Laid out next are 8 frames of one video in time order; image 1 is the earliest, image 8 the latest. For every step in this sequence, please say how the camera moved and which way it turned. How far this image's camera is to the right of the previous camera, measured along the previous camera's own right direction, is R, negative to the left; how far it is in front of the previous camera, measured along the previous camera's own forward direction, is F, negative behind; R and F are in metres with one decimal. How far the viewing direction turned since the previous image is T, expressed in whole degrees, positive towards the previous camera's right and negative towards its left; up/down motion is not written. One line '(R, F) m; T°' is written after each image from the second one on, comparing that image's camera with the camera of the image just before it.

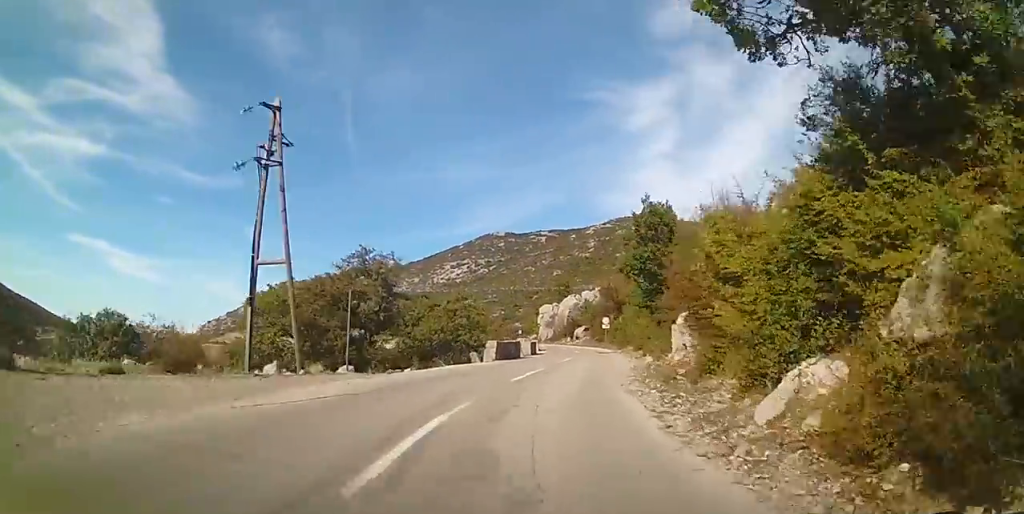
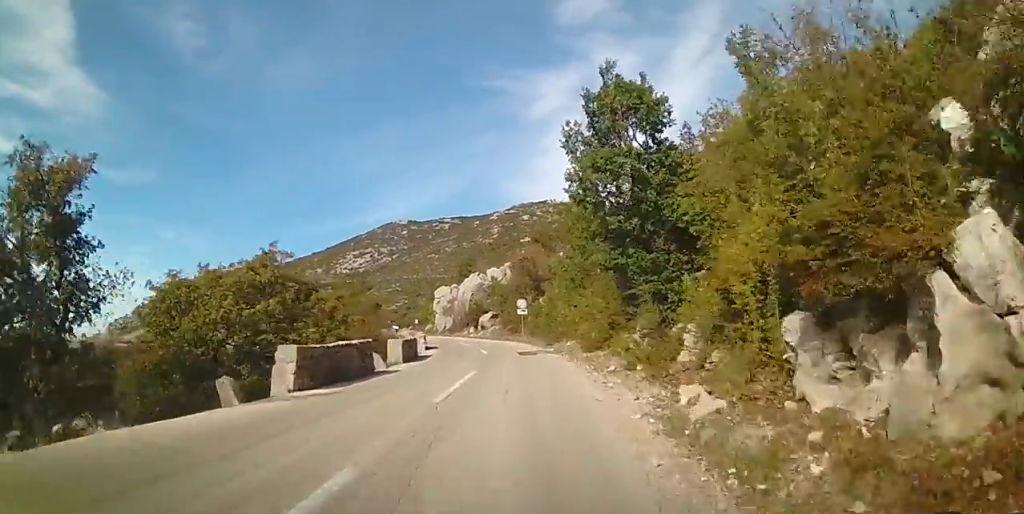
(+0.5, +13.0) m; +9°
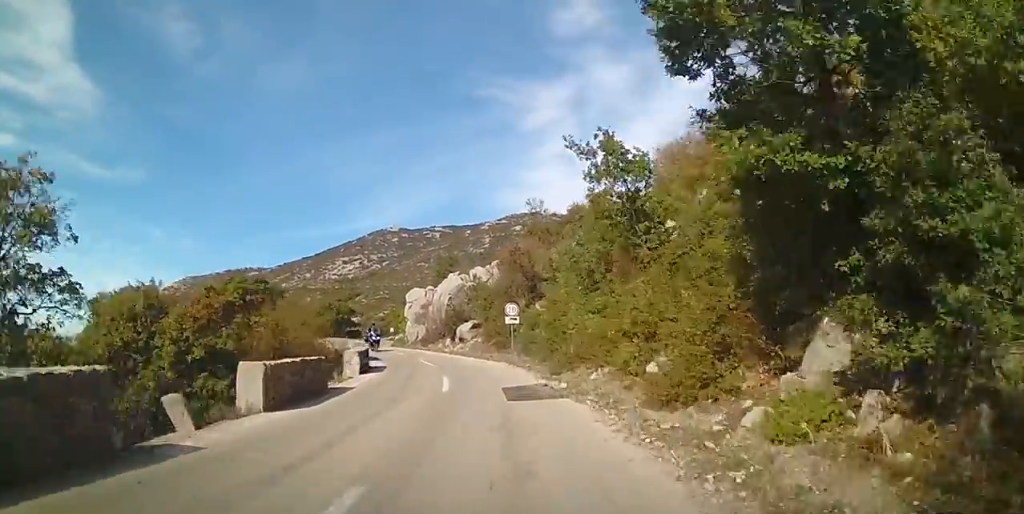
(+1.1, +9.4) m; +6°
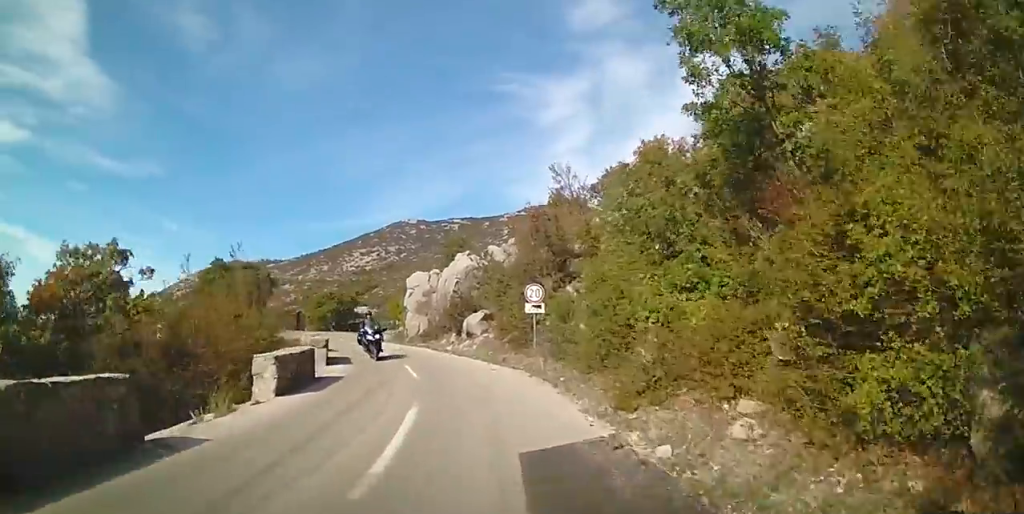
(-0.1, +7.4) m; -3°
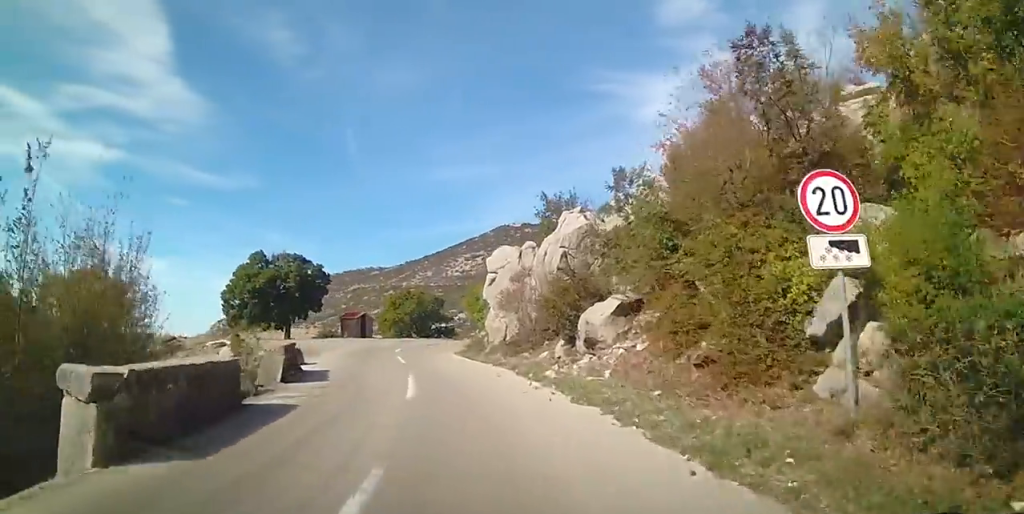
(-0.7, +13.5) m; -10°
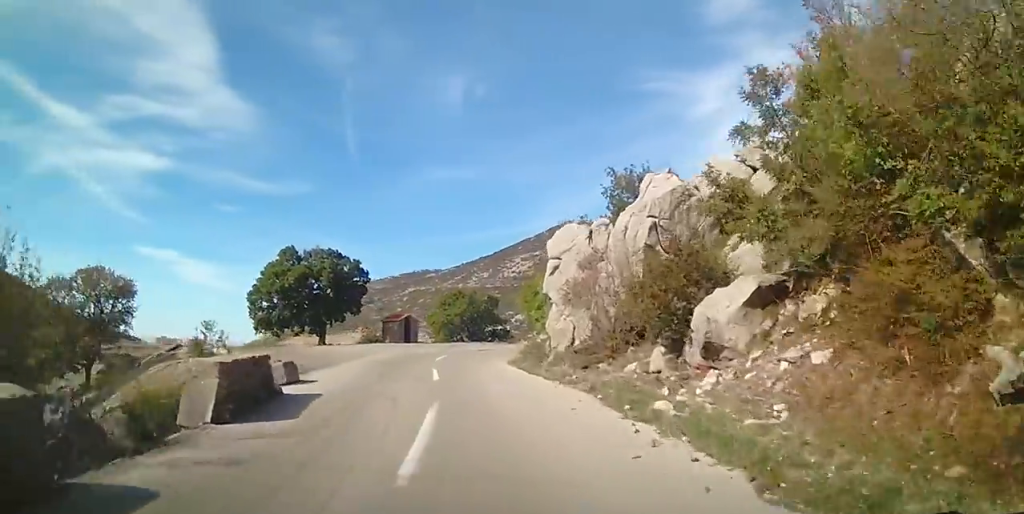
(-0.5, +5.1) m; -5°
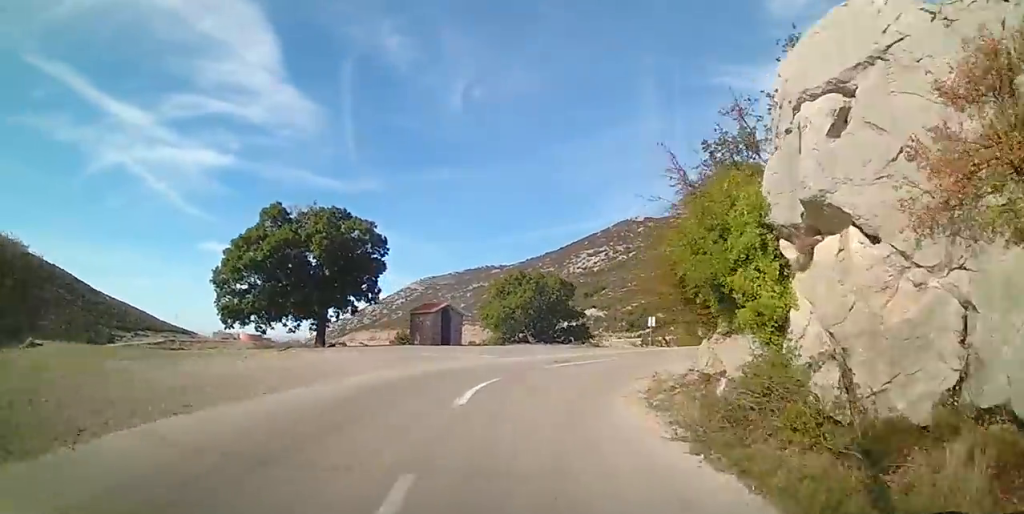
(-1.3, +13.6) m; -4°
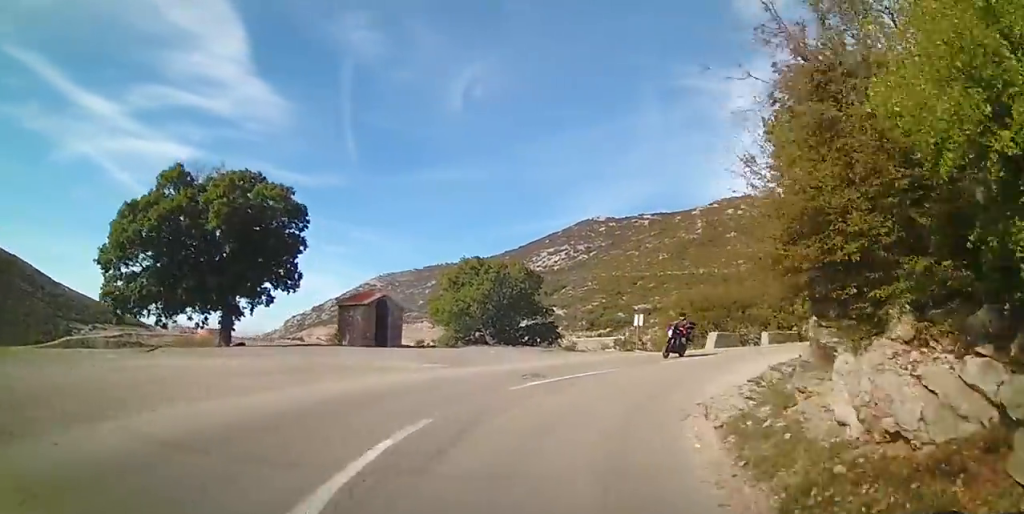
(+0.3, +6.3) m; +6°
